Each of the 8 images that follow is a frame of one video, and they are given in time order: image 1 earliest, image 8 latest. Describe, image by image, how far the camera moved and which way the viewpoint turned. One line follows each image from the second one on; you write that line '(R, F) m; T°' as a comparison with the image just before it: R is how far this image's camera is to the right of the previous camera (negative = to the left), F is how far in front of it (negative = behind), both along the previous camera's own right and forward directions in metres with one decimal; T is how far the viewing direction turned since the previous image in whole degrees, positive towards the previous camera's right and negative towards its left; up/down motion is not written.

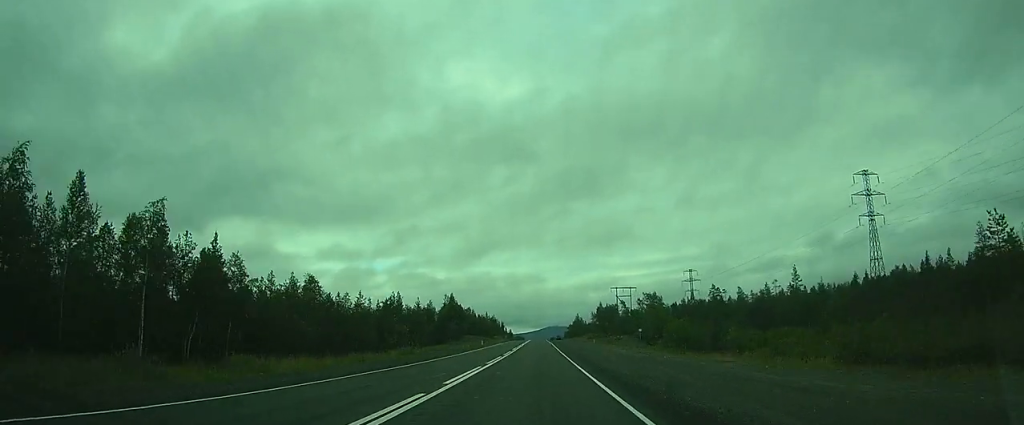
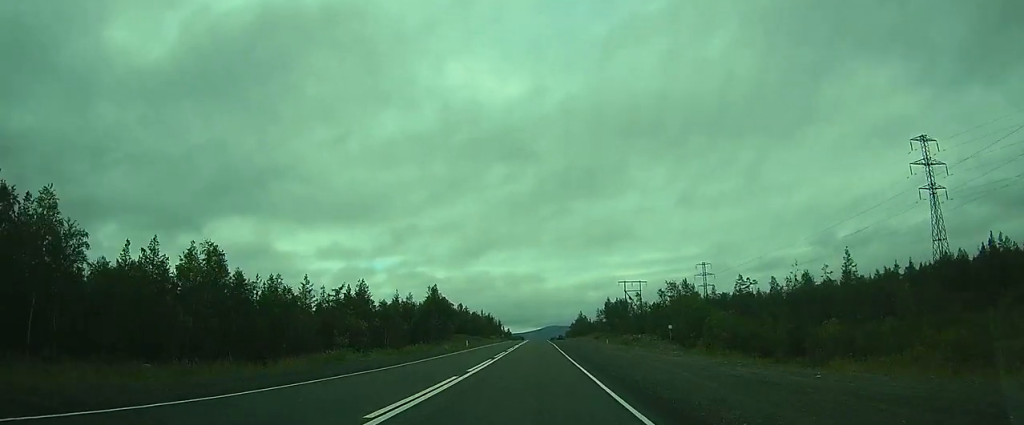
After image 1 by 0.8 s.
(-0.1, +18.7) m; 0°
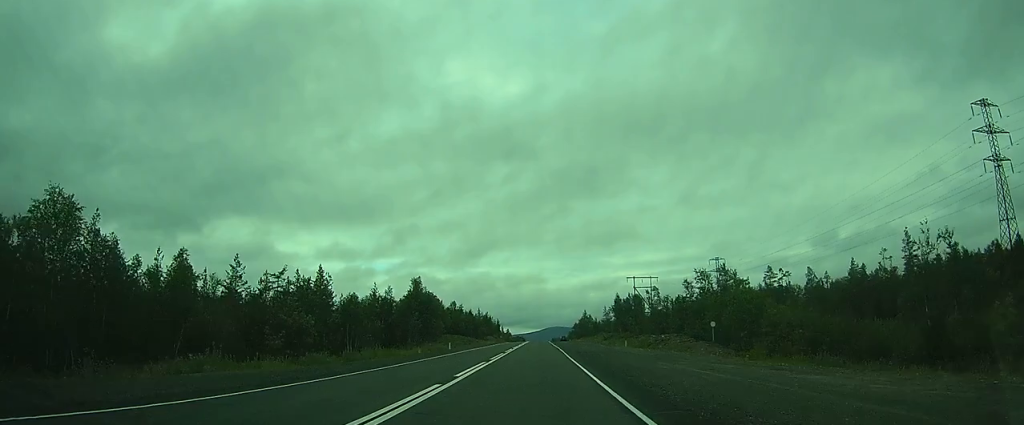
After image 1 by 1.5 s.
(0.0, +15.0) m; 0°
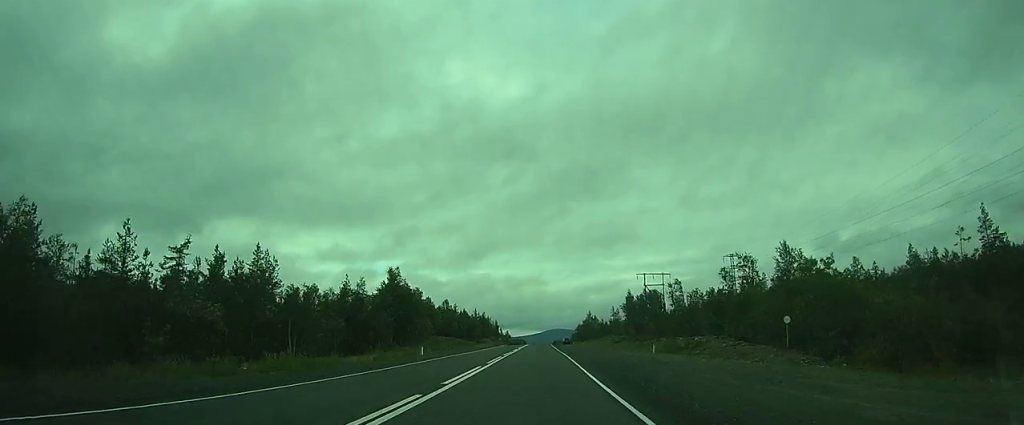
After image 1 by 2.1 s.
(-0.1, +14.3) m; -1°
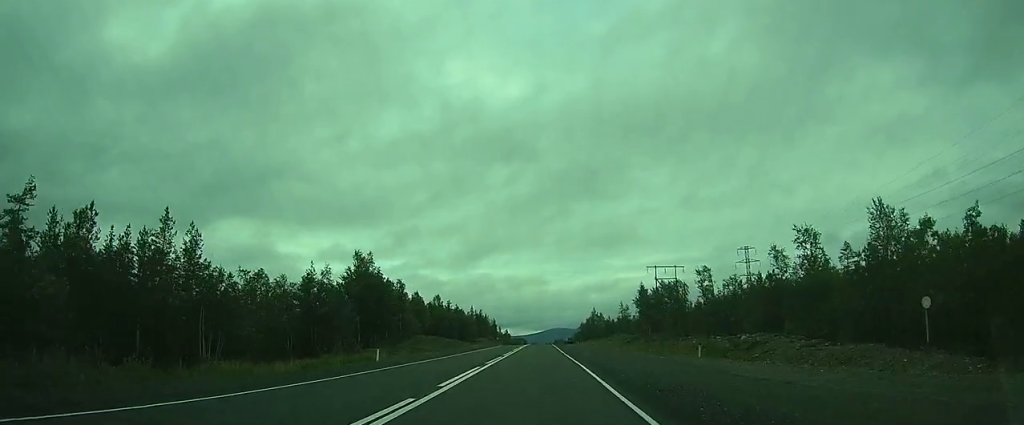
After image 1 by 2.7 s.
(-0.1, +12.9) m; 0°
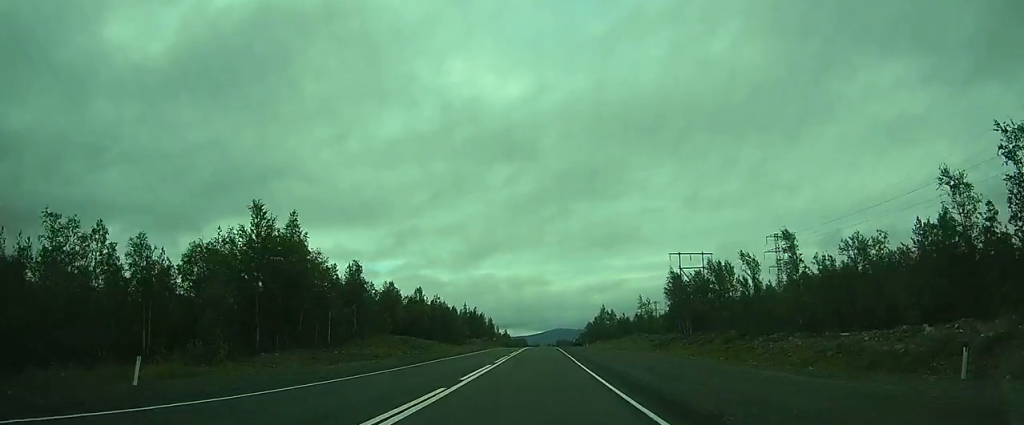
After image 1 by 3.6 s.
(-0.1, +21.2) m; 0°
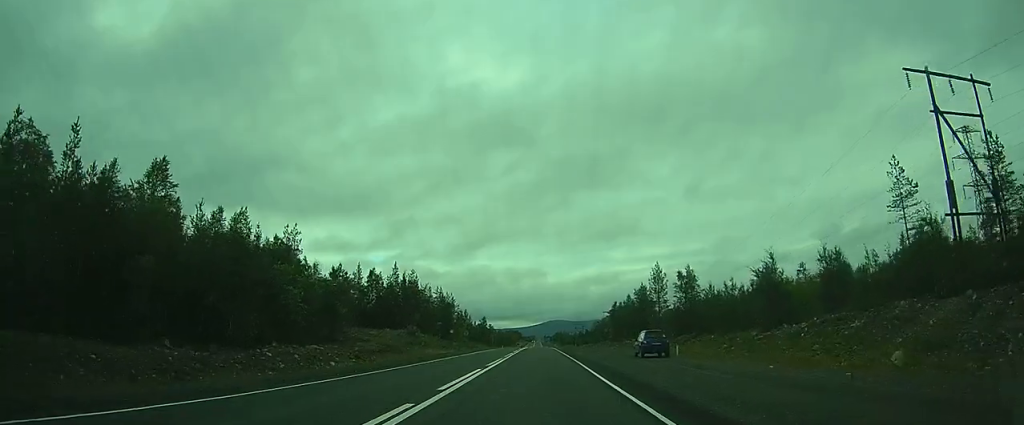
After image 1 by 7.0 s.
(-2.5, +77.4) m; -2°
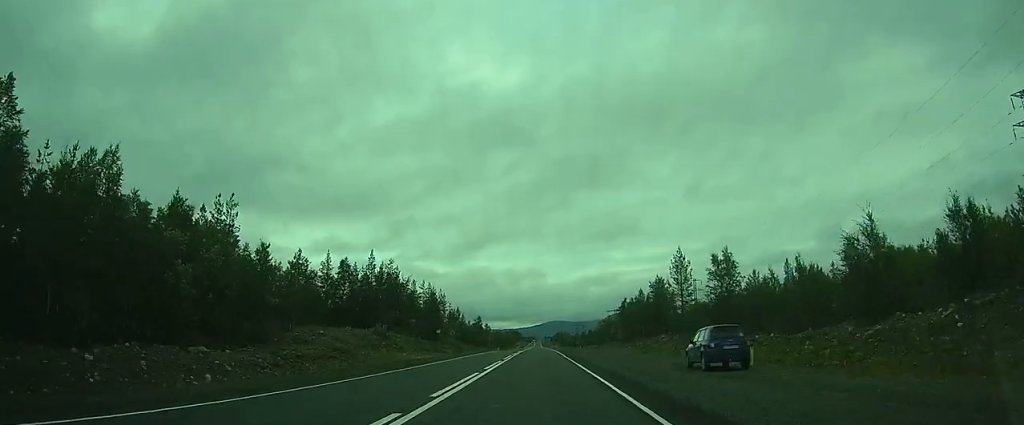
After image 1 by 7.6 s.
(+0.2, +13.0) m; 0°
